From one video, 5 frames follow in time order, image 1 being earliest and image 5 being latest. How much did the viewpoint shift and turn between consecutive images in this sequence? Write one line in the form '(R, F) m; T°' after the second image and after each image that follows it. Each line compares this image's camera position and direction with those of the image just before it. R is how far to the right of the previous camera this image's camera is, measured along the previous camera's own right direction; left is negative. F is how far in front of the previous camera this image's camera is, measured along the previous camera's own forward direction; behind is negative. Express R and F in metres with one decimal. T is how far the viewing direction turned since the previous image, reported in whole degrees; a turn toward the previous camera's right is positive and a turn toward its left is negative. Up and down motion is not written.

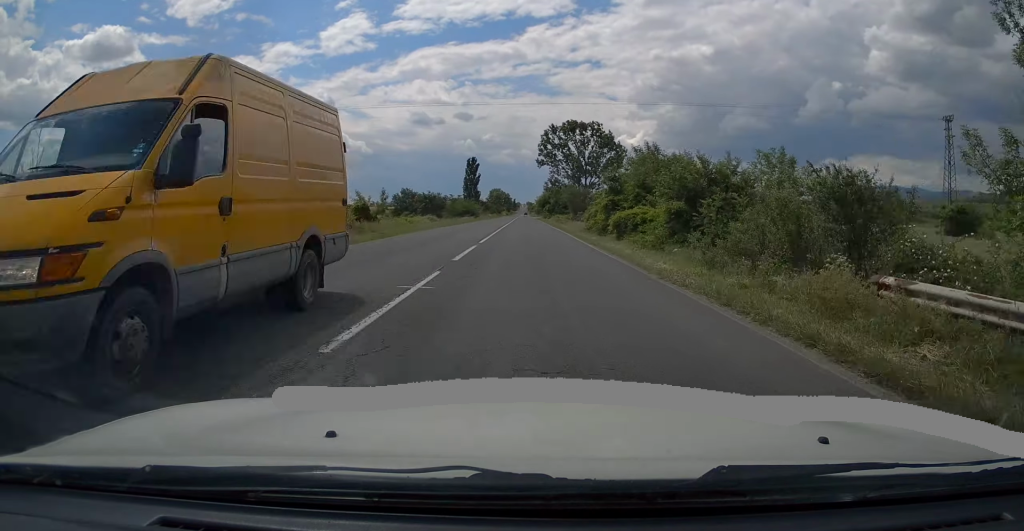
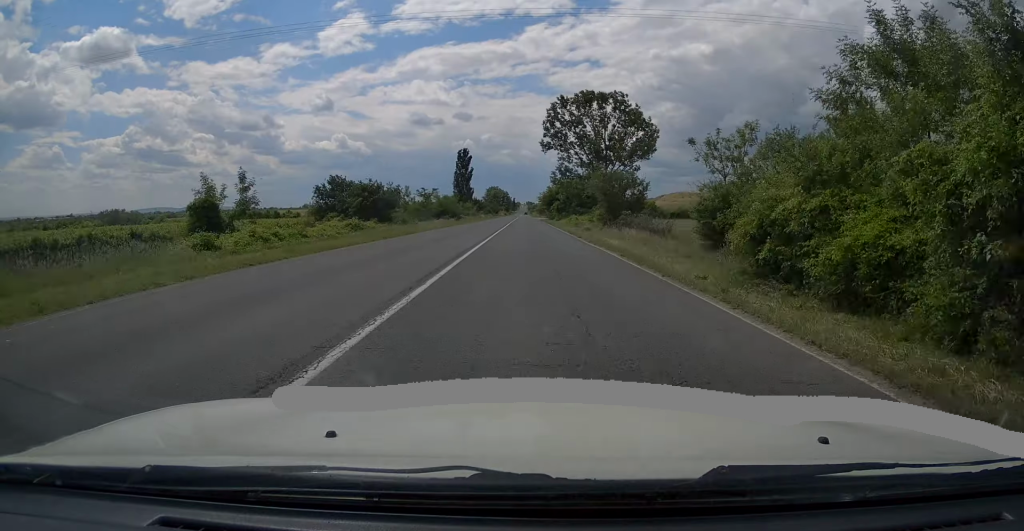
(-0.1, +25.9) m; +1°
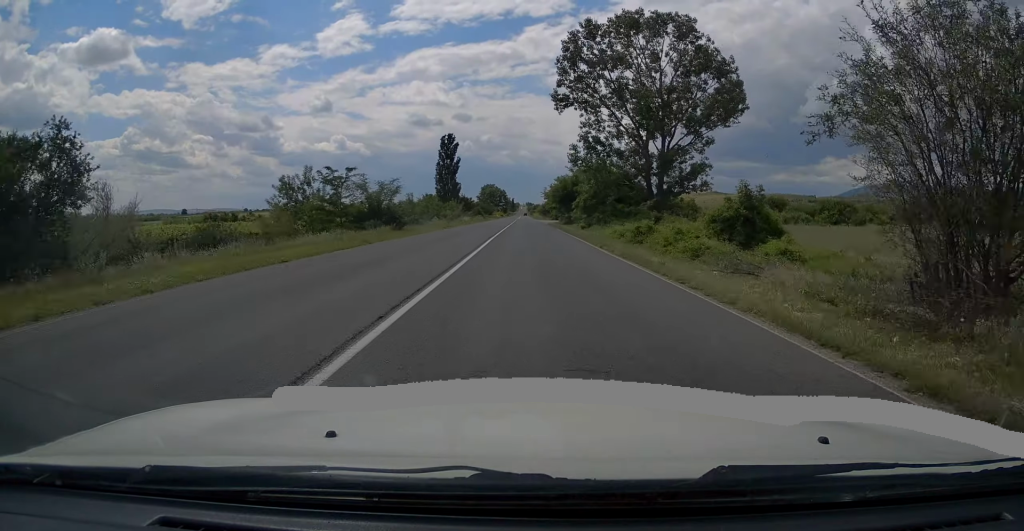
(+0.4, +32.4) m; 0°
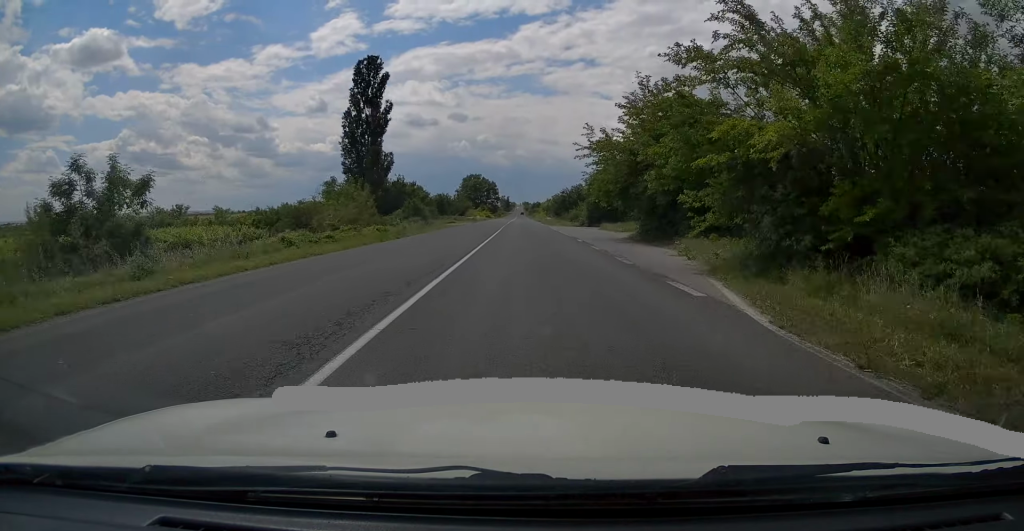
(-0.1, +65.6) m; 0°
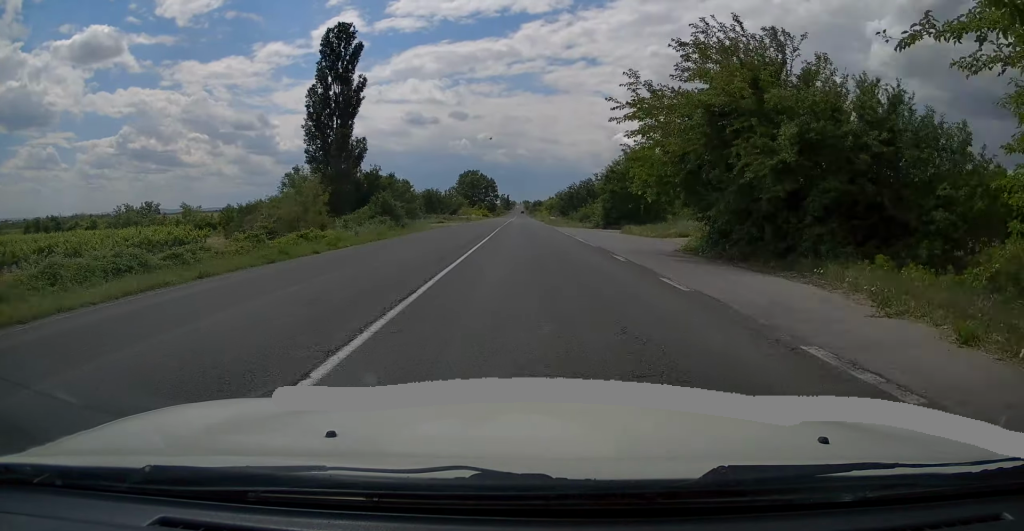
(-0.2, +11.4) m; 0°
